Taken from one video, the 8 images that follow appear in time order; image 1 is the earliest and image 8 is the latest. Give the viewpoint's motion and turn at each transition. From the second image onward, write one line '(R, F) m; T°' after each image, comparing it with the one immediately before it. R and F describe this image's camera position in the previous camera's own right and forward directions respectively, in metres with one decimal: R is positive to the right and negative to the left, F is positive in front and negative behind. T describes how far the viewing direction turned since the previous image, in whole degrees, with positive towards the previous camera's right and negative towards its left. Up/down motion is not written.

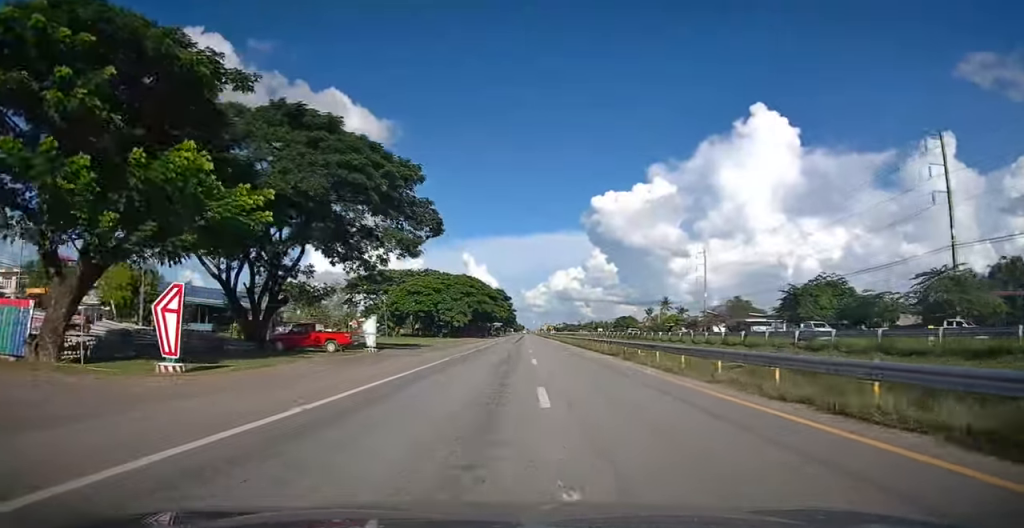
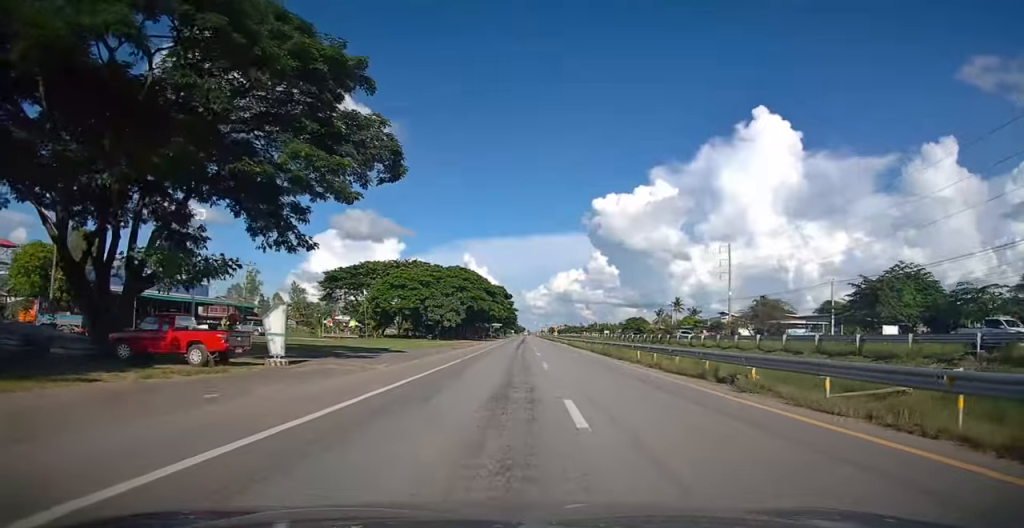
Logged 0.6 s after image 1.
(0.0, +13.8) m; 0°
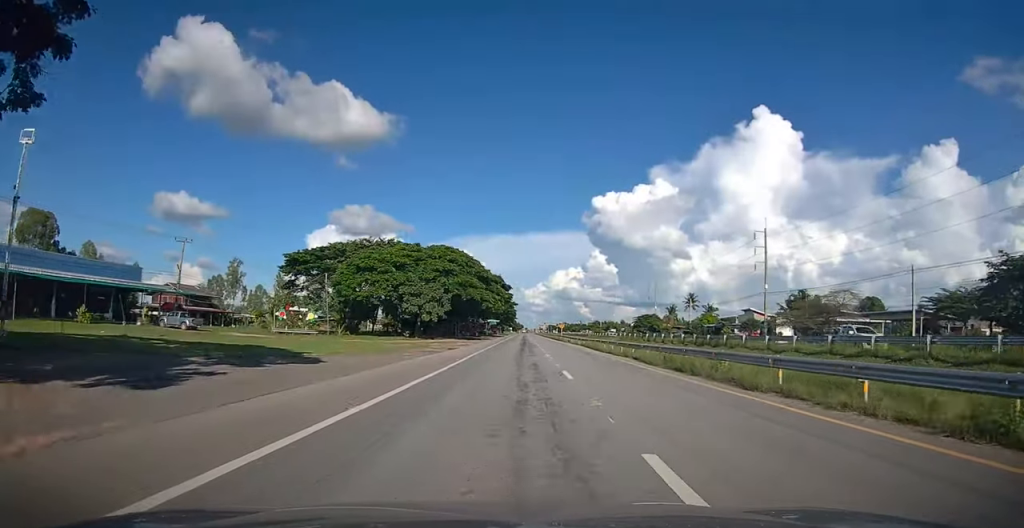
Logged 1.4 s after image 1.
(0.0, +16.9) m; 0°
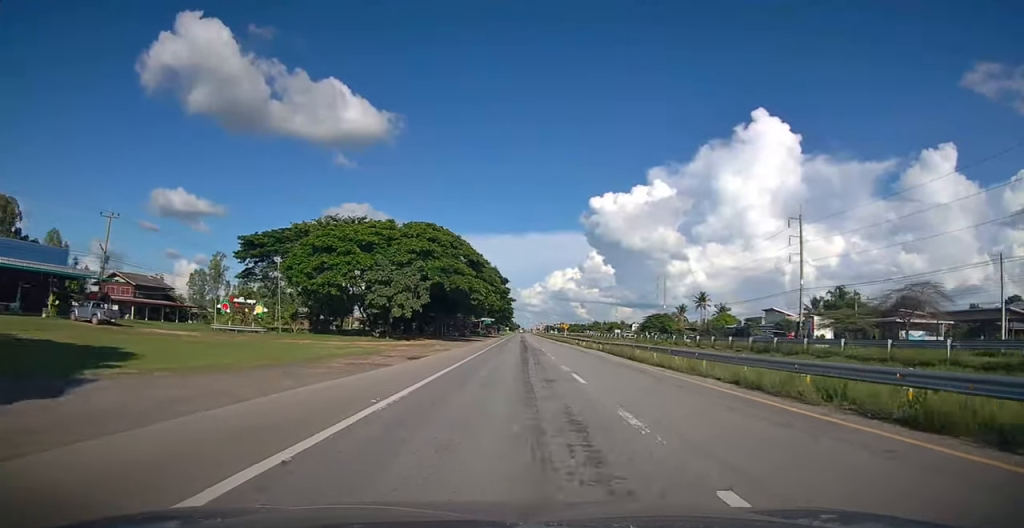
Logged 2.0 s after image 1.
(+0.1, +13.1) m; 0°
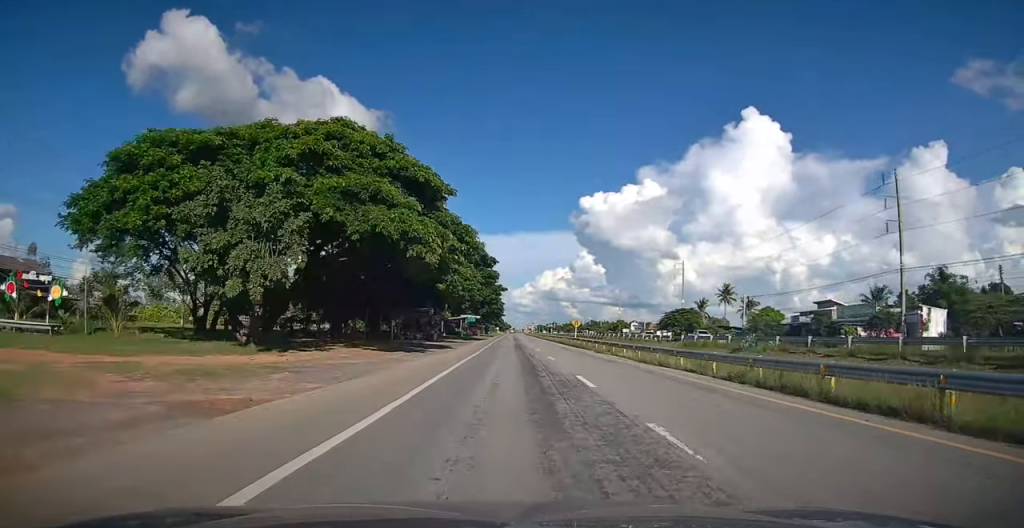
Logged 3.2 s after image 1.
(0.0, +24.9) m; +1°
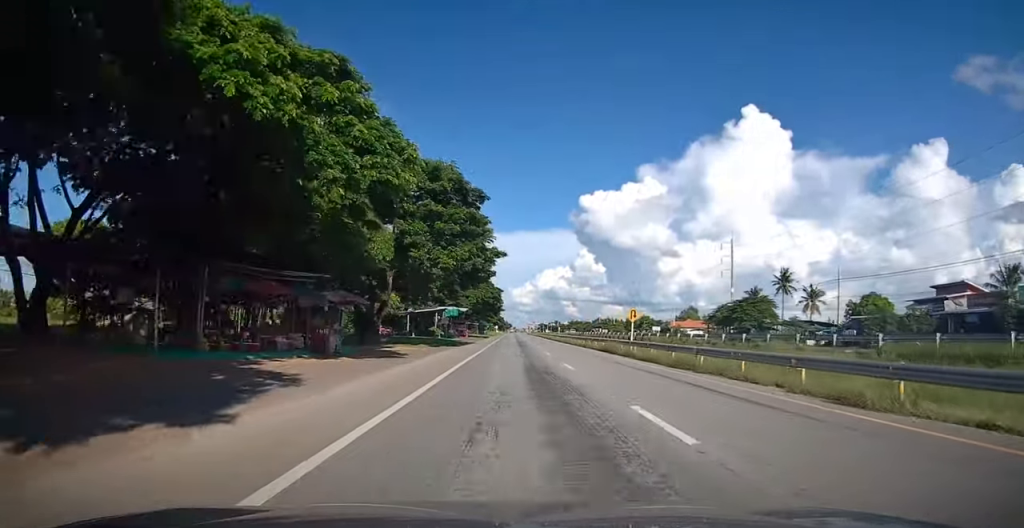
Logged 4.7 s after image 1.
(+0.5, +30.4) m; +1°
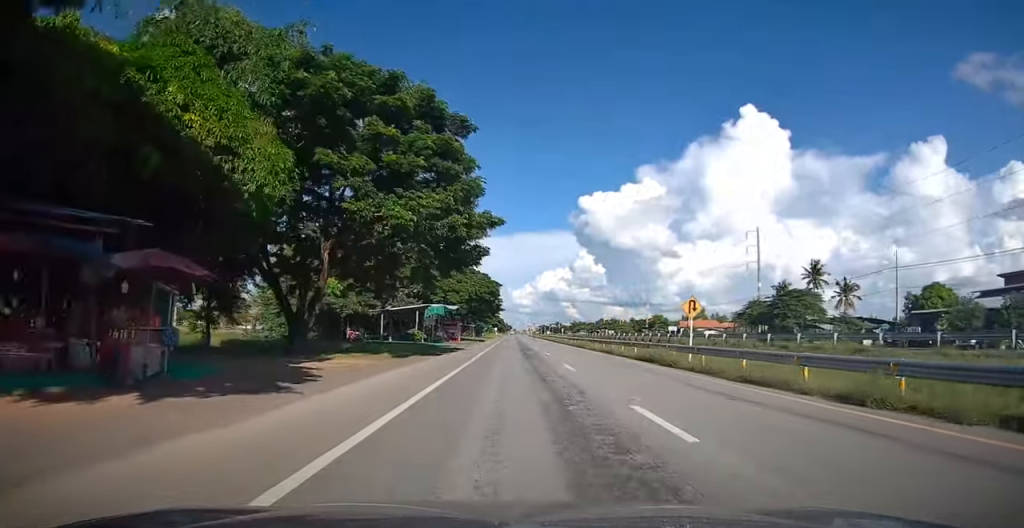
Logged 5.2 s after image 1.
(0.0, +12.0) m; 0°
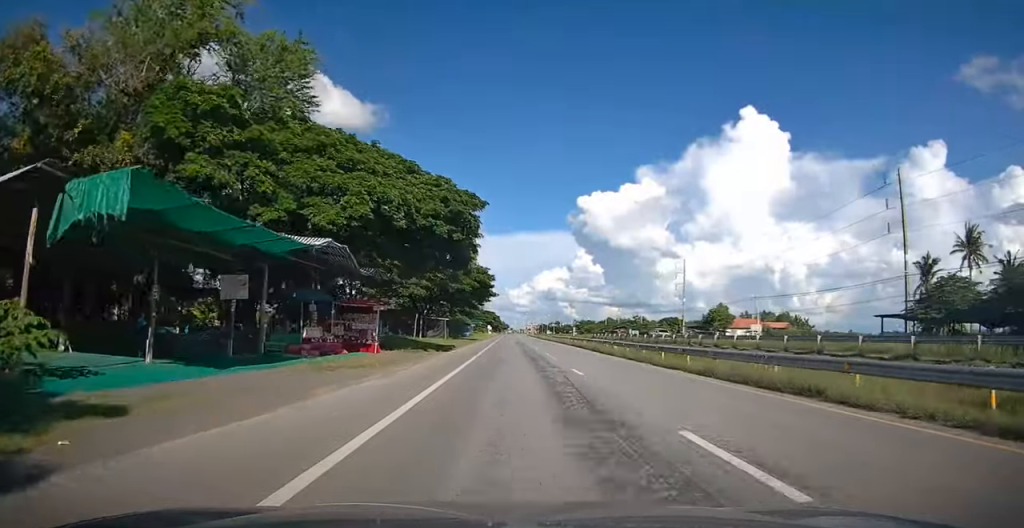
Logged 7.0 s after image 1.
(-0.2, +38.6) m; 0°
